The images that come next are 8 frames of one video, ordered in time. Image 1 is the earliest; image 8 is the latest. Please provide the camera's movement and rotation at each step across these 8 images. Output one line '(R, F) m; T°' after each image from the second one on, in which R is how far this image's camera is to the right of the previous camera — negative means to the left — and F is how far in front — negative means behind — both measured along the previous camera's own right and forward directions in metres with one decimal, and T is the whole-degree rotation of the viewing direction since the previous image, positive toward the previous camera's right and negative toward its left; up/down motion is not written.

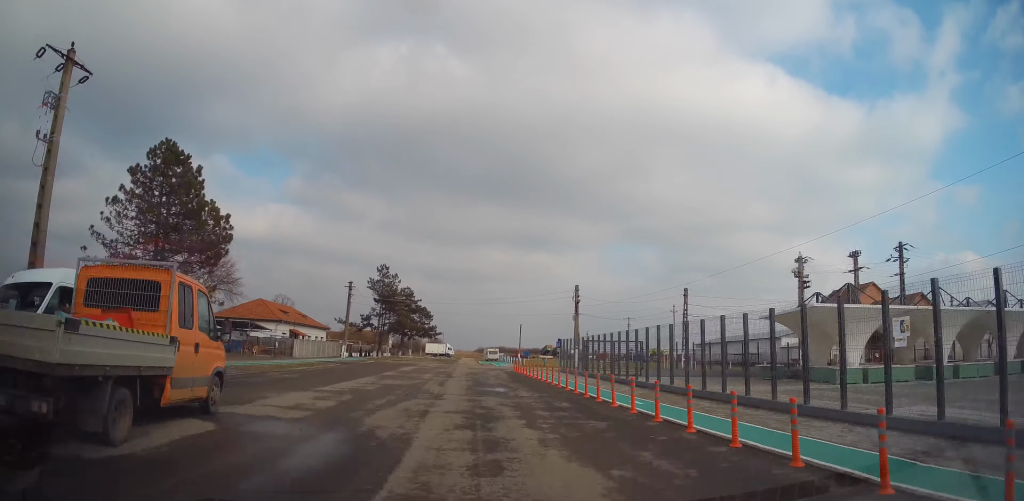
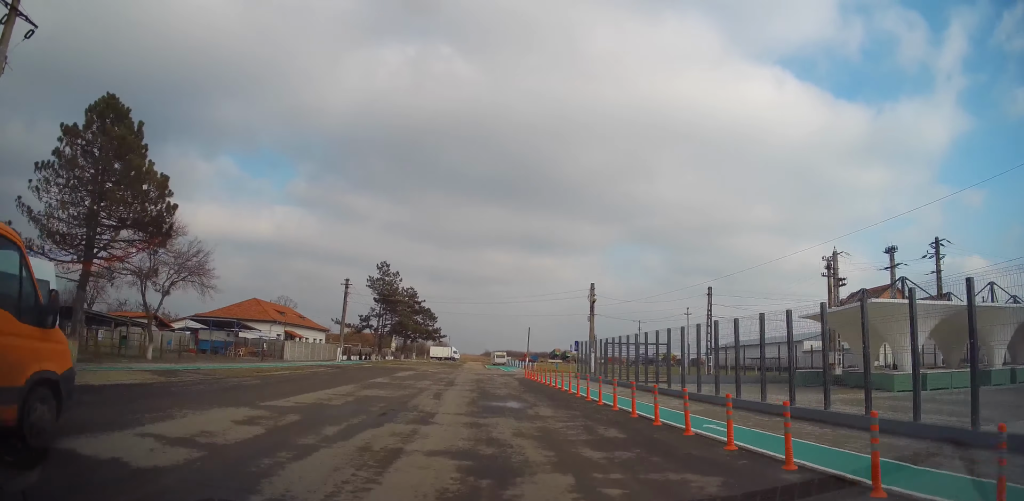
(0.0, +4.5) m; -1°
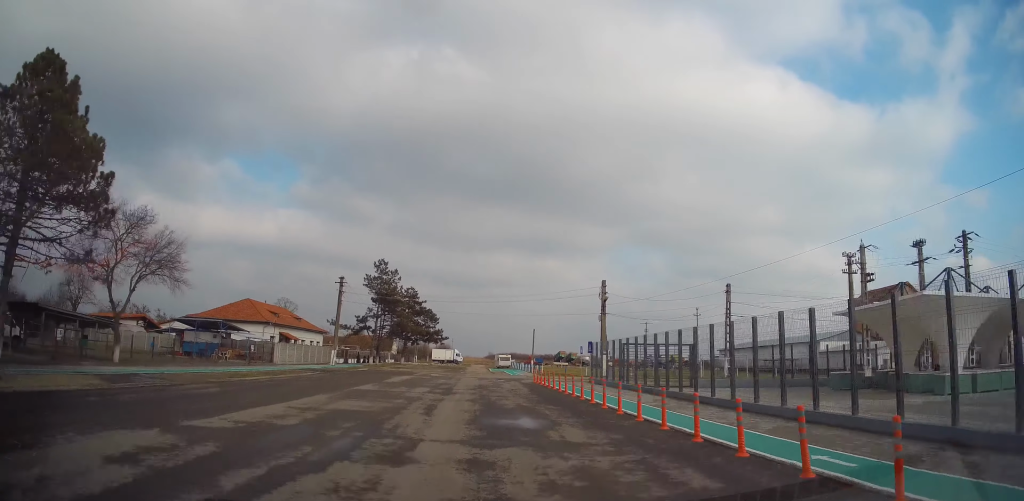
(0.0, +3.4) m; 0°
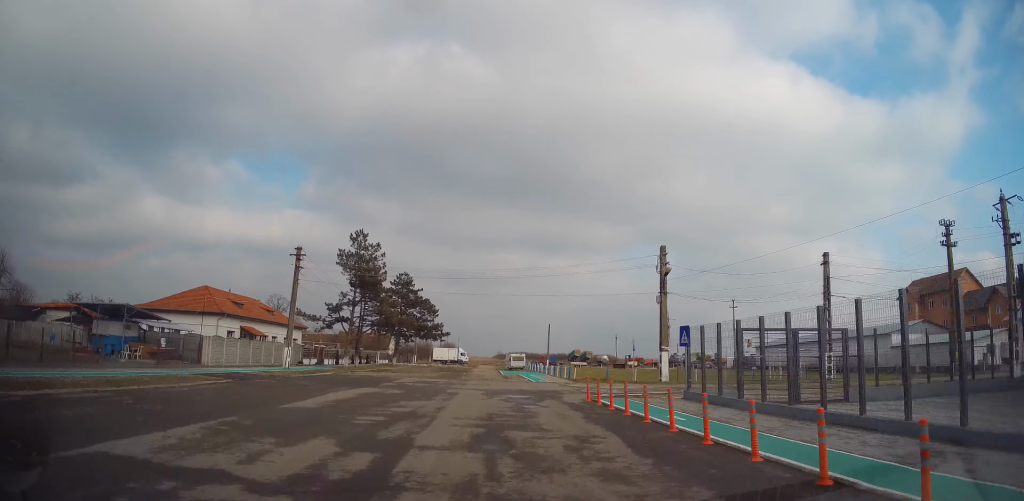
(+0.5, +13.6) m; +3°
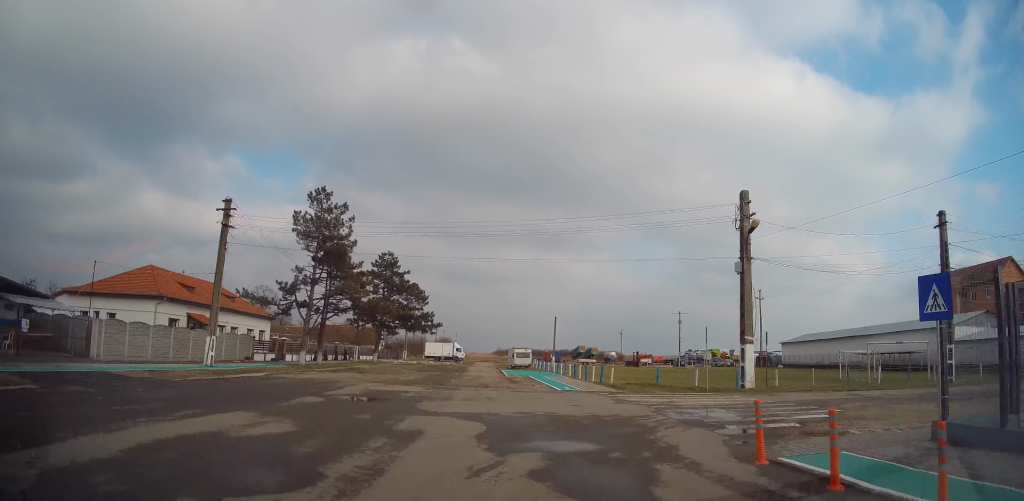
(-0.5, +10.0) m; -5°
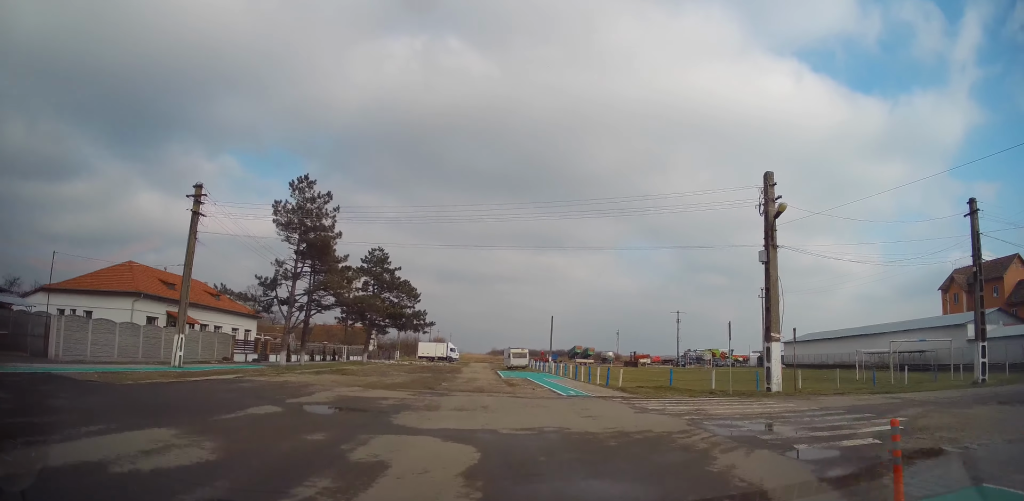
(-0.2, +2.6) m; +3°
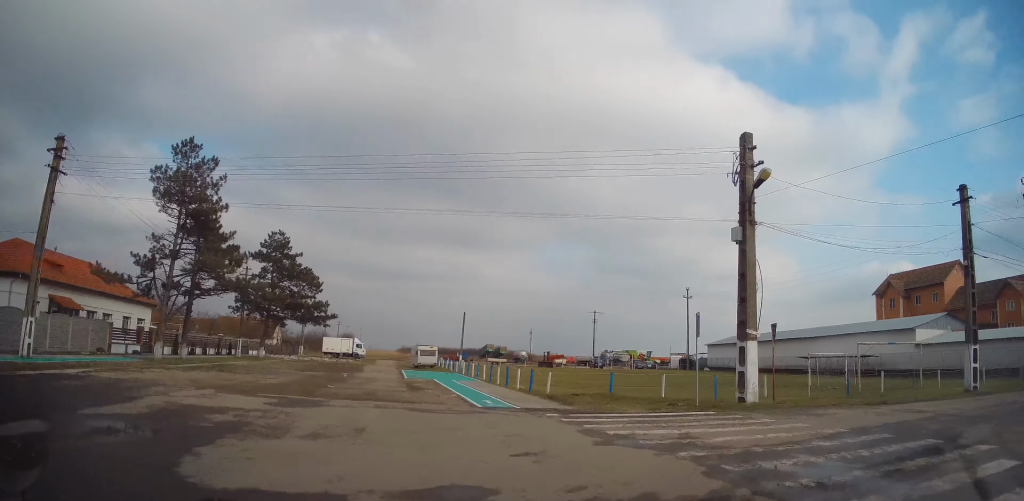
(+0.4, +5.0) m; +17°
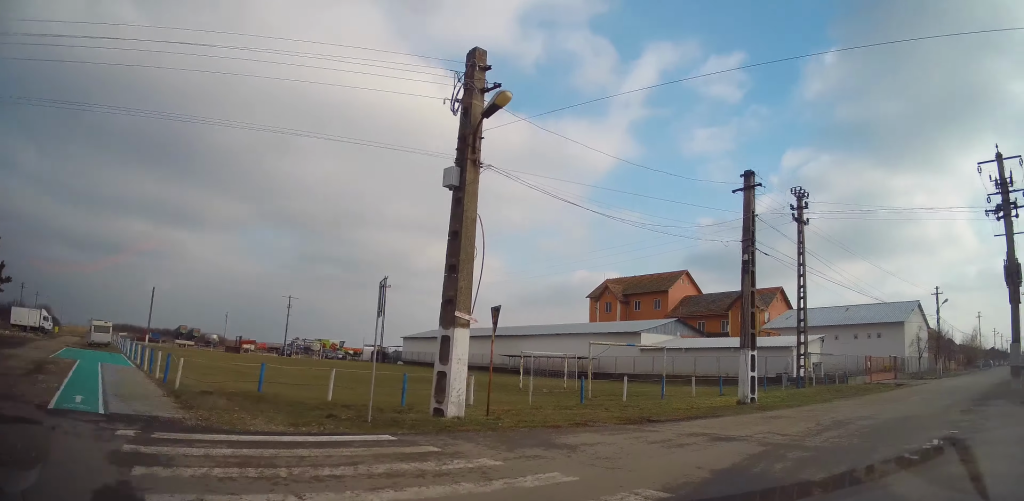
(+1.6, +5.5) m; +35°
